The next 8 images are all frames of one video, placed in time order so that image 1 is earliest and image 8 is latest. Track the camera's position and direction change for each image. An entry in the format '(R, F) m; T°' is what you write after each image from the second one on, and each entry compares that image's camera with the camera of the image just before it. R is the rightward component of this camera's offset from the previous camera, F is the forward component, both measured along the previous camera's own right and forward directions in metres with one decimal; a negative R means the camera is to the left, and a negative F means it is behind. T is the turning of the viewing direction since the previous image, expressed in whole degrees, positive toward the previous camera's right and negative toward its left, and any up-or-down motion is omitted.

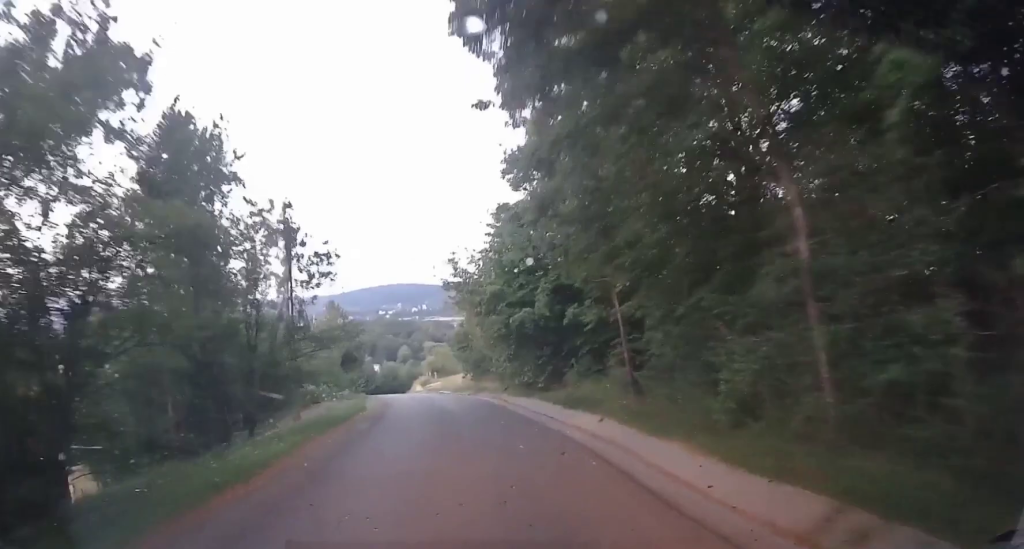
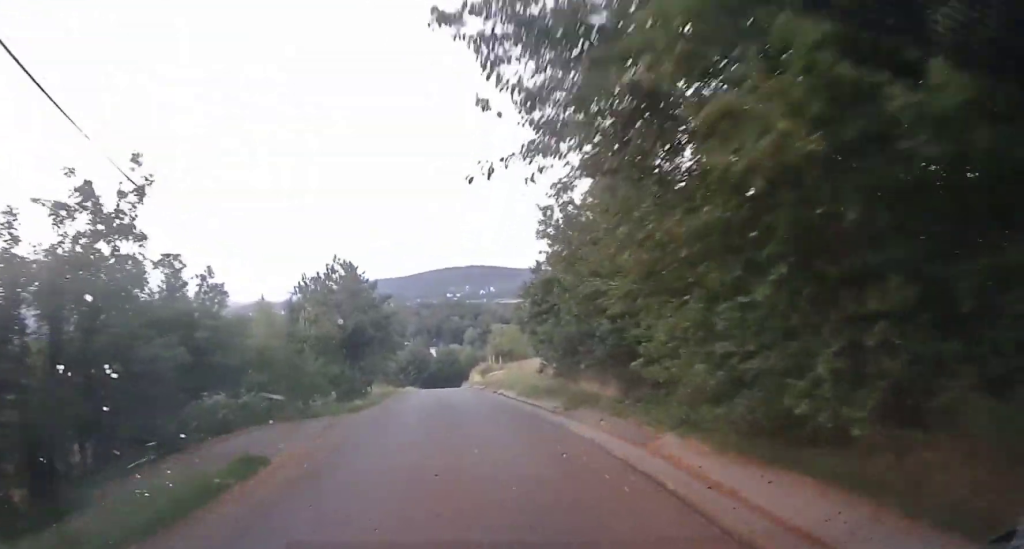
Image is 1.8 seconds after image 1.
(-0.6, +15.5) m; -5°
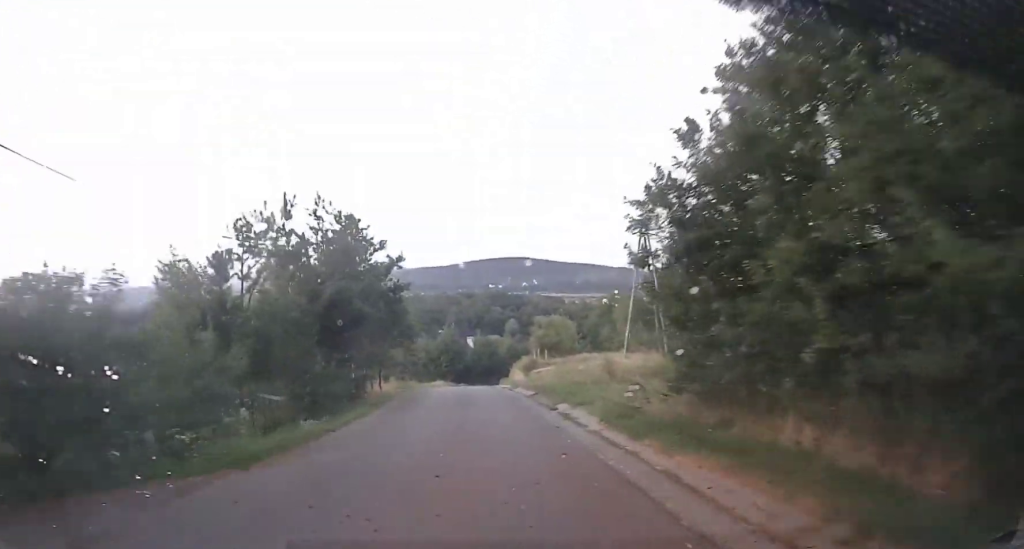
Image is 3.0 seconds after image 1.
(-0.6, +10.4) m; -5°
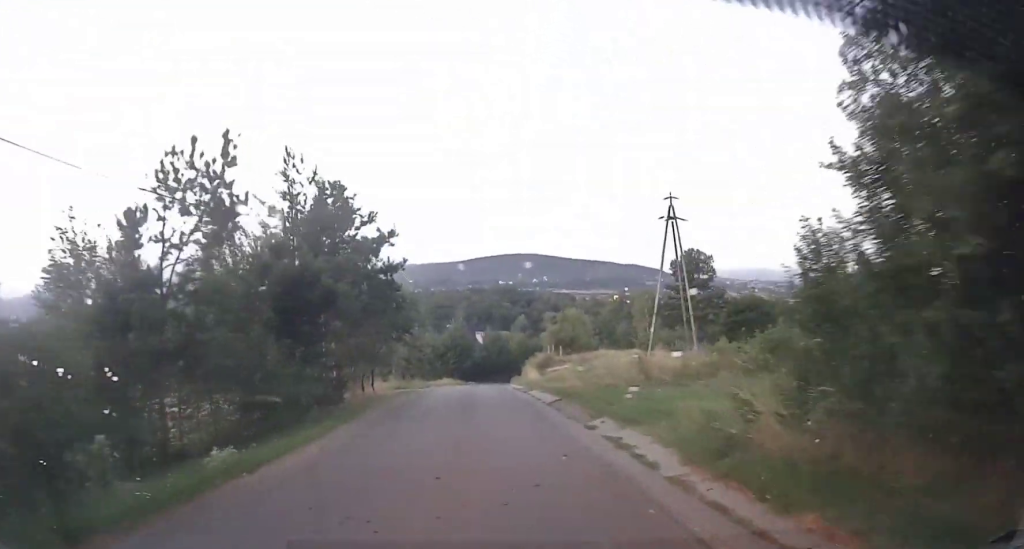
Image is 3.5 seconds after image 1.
(-0.1, +4.8) m; -1°
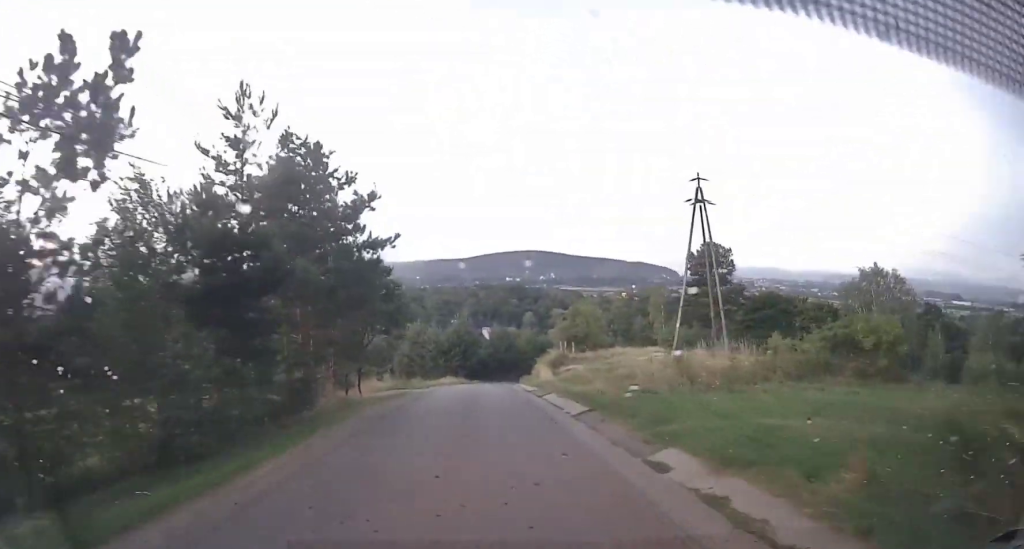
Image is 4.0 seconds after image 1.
(0.0, +4.2) m; -1°
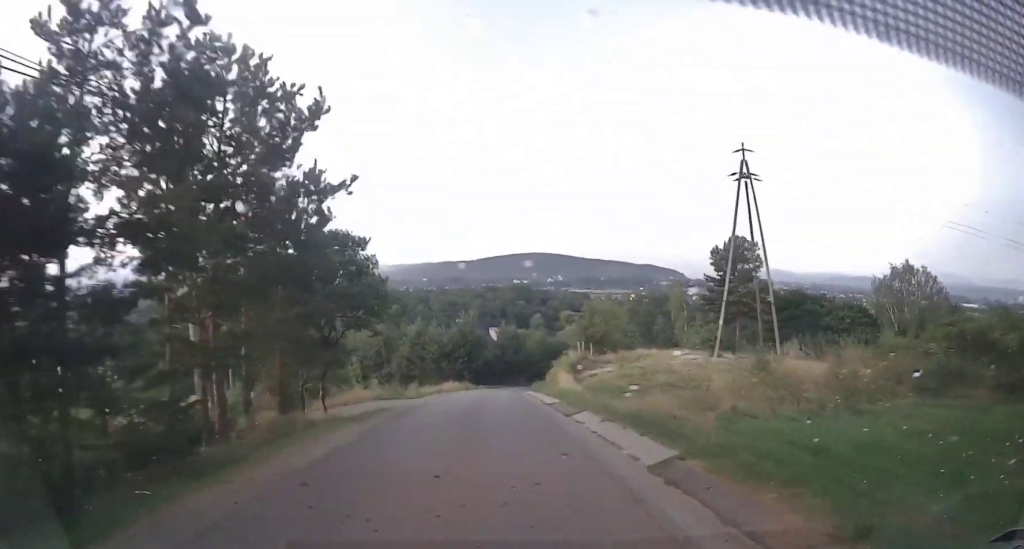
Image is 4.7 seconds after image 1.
(+0.1, +6.4) m; -1°
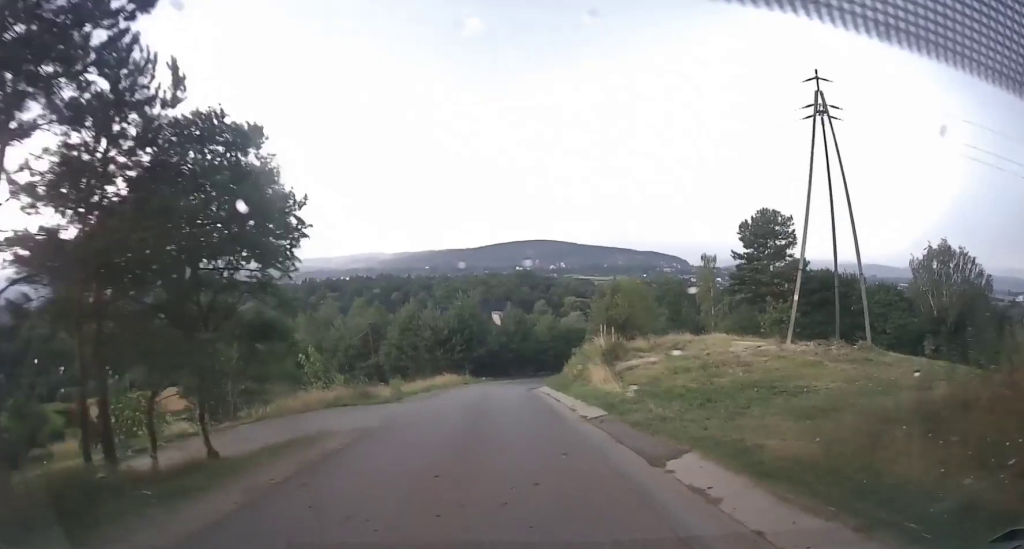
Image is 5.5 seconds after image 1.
(-0.4, +7.9) m; -2°
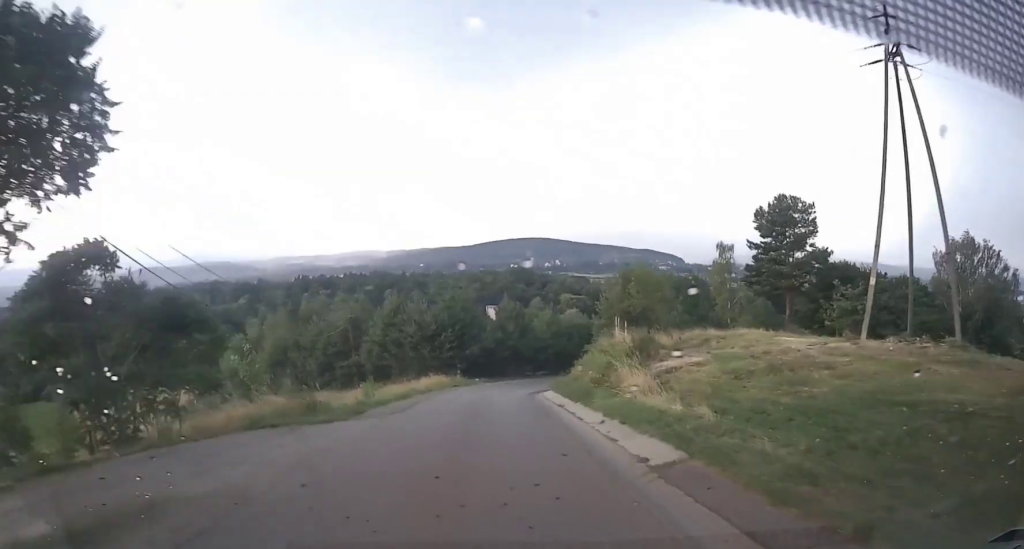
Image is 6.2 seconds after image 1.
(0.0, +6.0) m; 0°
